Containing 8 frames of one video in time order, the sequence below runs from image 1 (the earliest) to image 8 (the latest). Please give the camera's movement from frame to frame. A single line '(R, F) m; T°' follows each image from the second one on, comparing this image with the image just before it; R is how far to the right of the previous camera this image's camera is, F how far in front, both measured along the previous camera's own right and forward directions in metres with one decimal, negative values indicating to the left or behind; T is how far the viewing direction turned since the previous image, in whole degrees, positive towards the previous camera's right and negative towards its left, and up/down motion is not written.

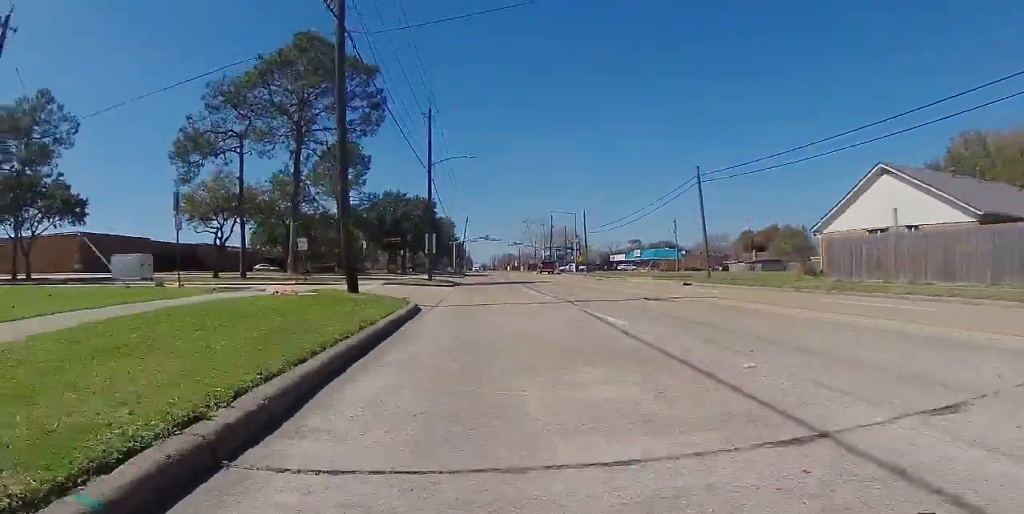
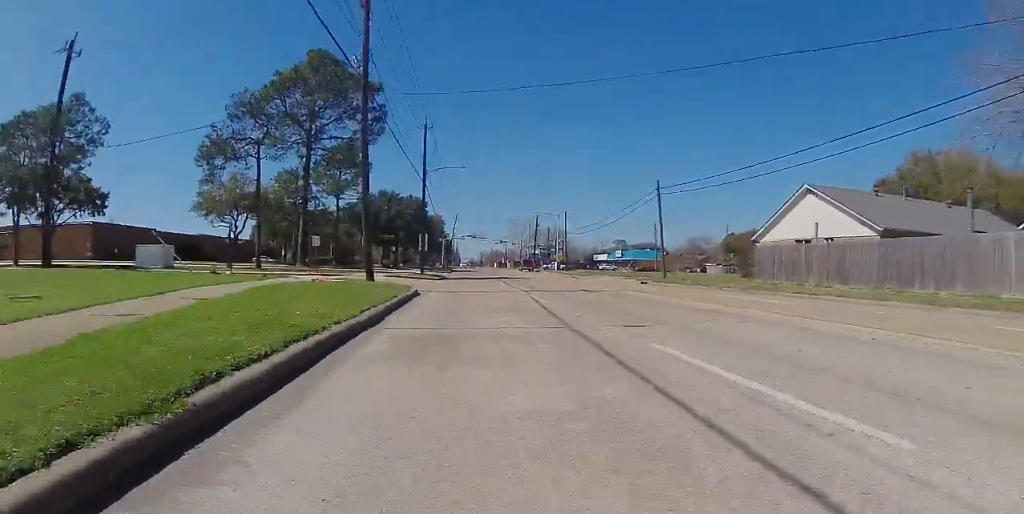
(0.0, +5.5) m; -4°
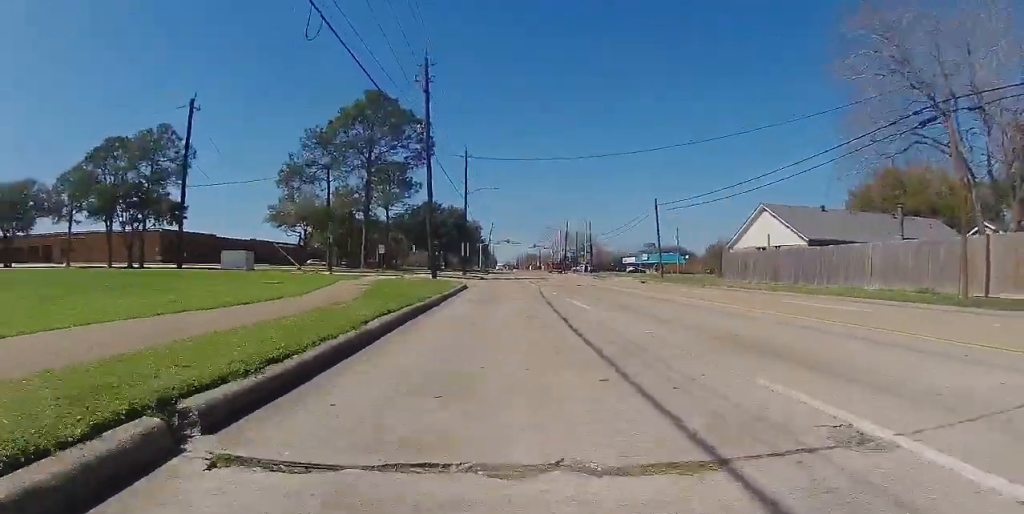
(-0.4, +9.6) m; +1°
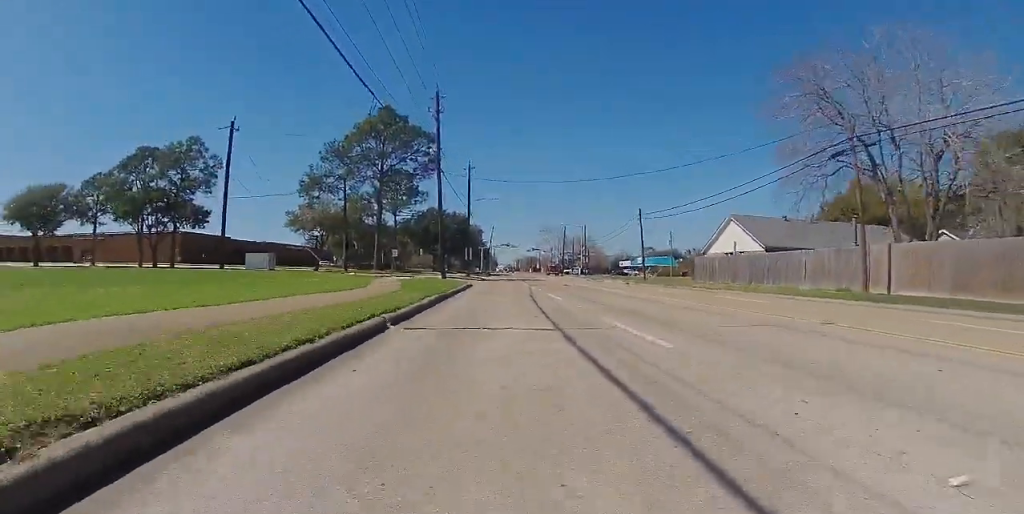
(+0.3, +5.6) m; +3°
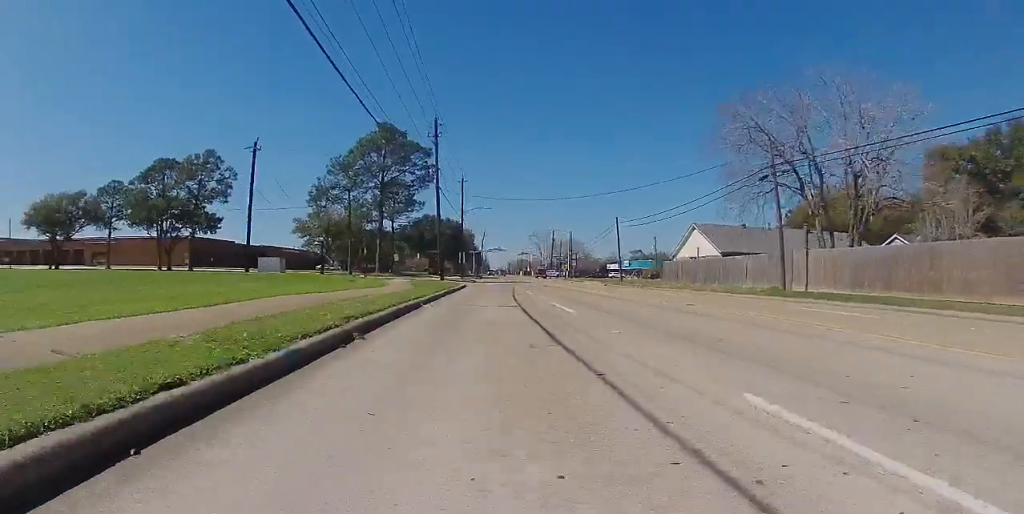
(0.0, +5.8) m; 0°
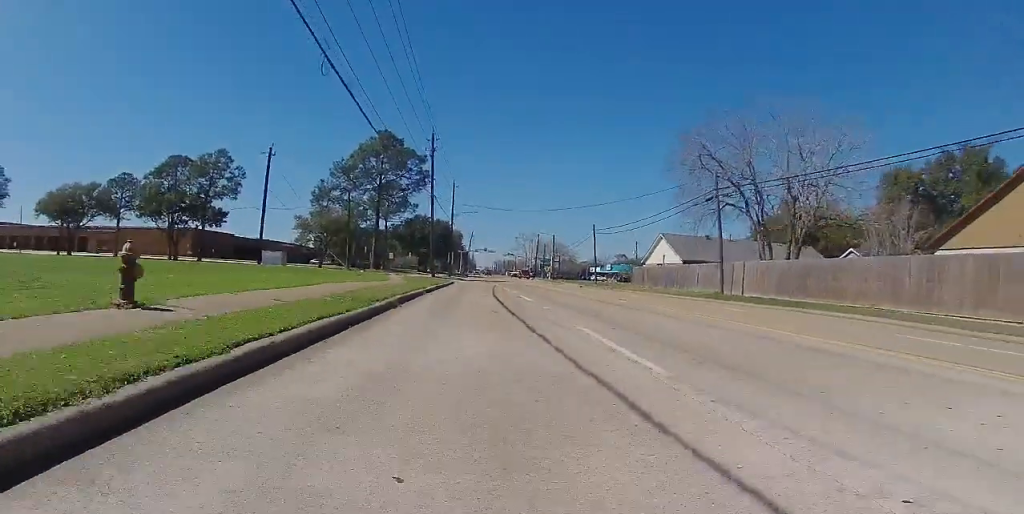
(0.0, +5.6) m; 0°
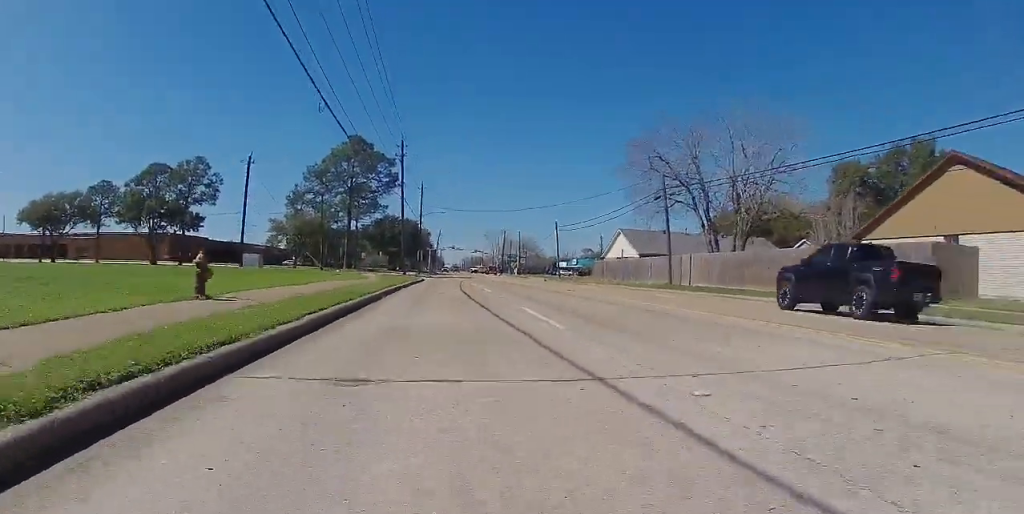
(0.0, +3.2) m; 0°
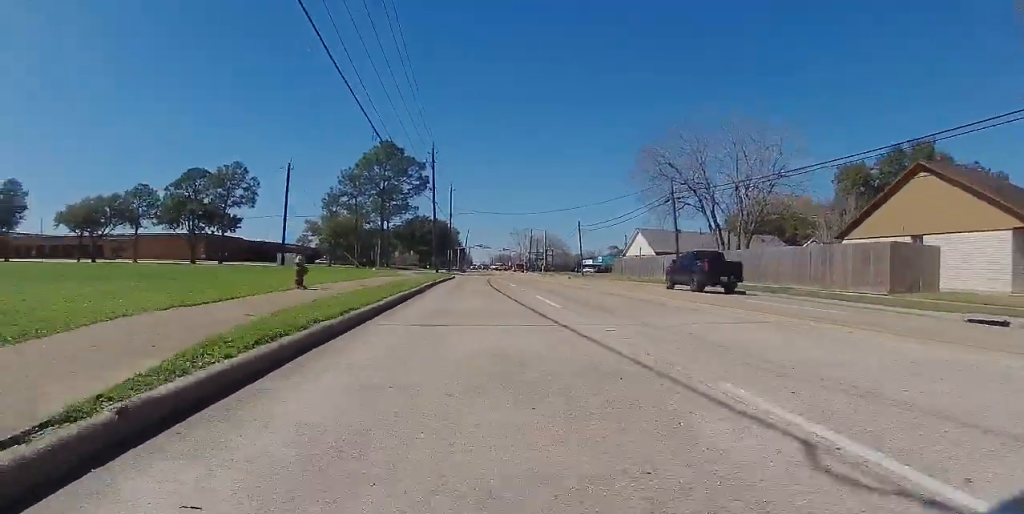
(0.0, +3.9) m; 0°
